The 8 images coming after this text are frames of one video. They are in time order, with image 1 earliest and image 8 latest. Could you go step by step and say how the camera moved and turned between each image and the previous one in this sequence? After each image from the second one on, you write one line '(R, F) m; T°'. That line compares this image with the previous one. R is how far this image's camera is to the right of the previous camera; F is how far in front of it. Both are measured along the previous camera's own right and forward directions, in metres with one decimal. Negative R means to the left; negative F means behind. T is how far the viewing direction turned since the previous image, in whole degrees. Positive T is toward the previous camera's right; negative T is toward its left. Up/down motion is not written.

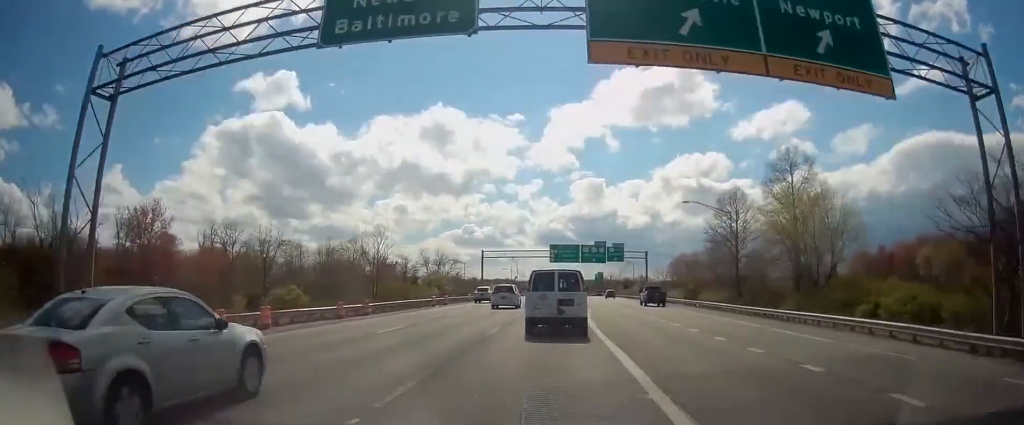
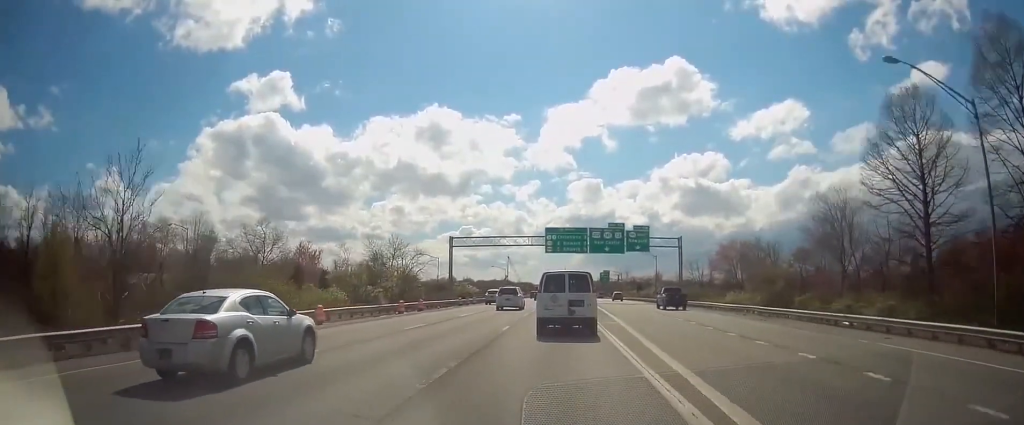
(+0.3, +33.7) m; 0°
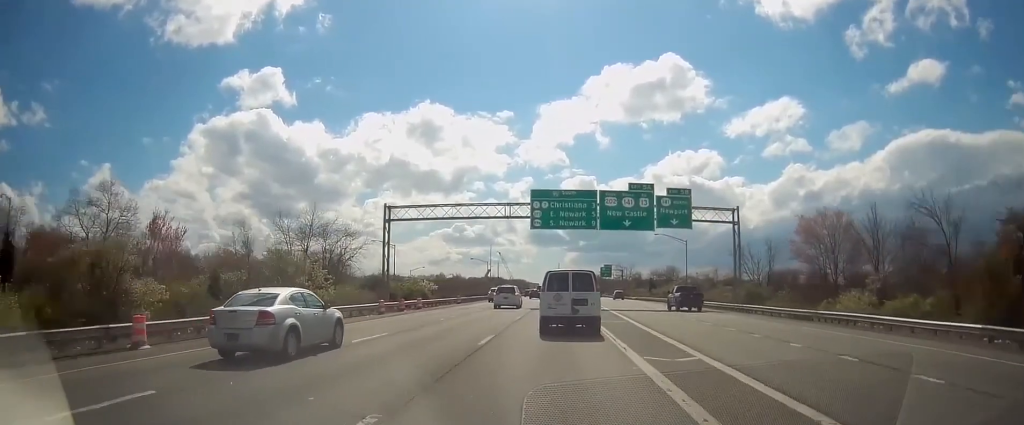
(-0.2, +29.7) m; 0°
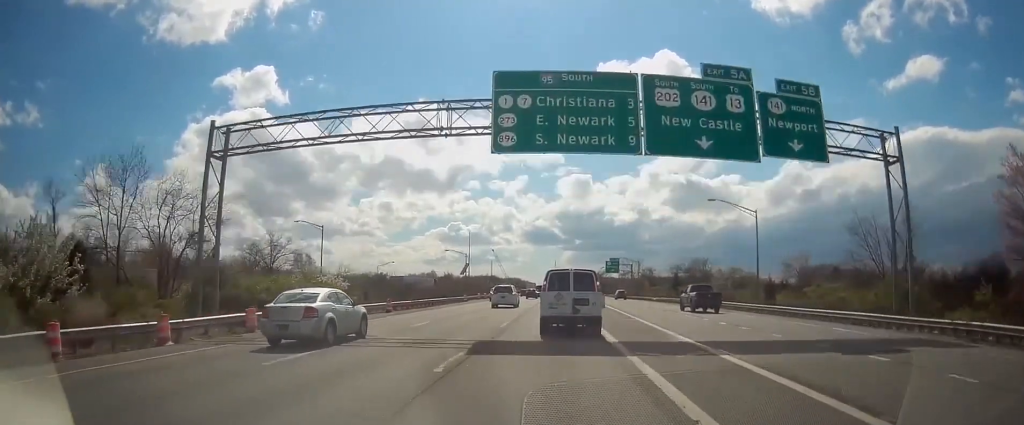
(+0.4, +29.5) m; +1°
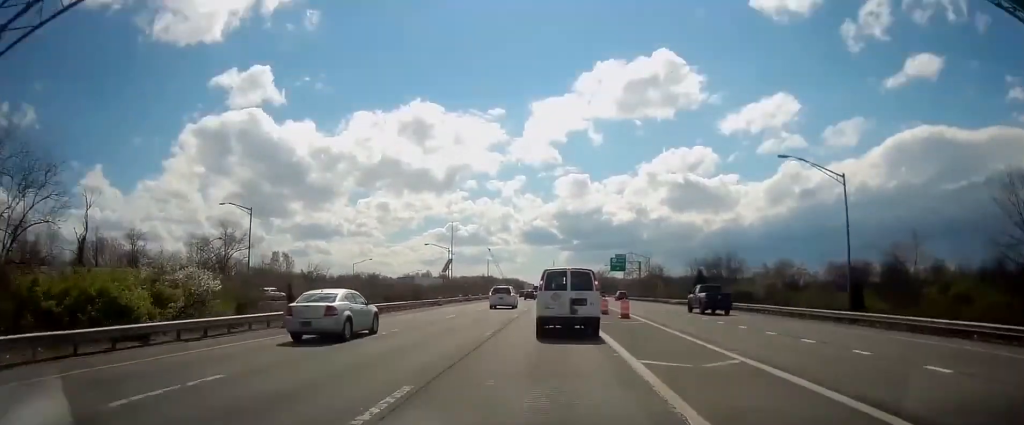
(-0.1, +17.4) m; 0°
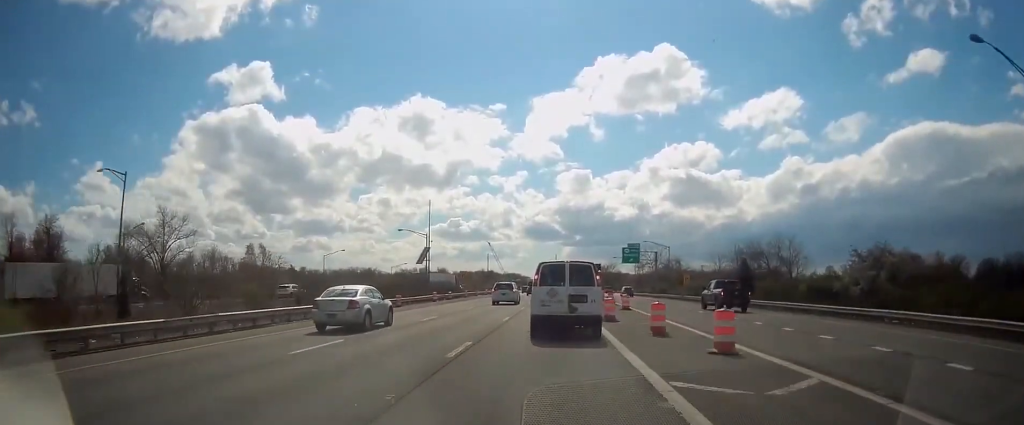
(-0.1, +18.3) m; 0°
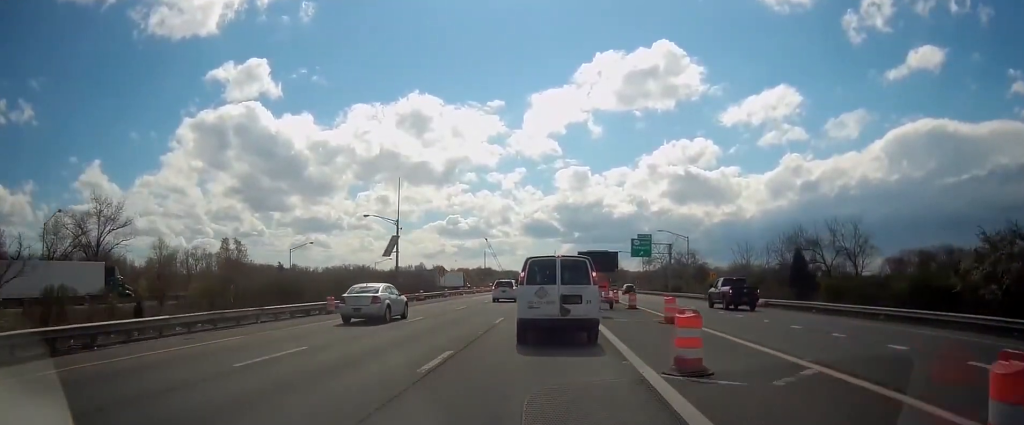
(0.0, +14.9) m; 0°
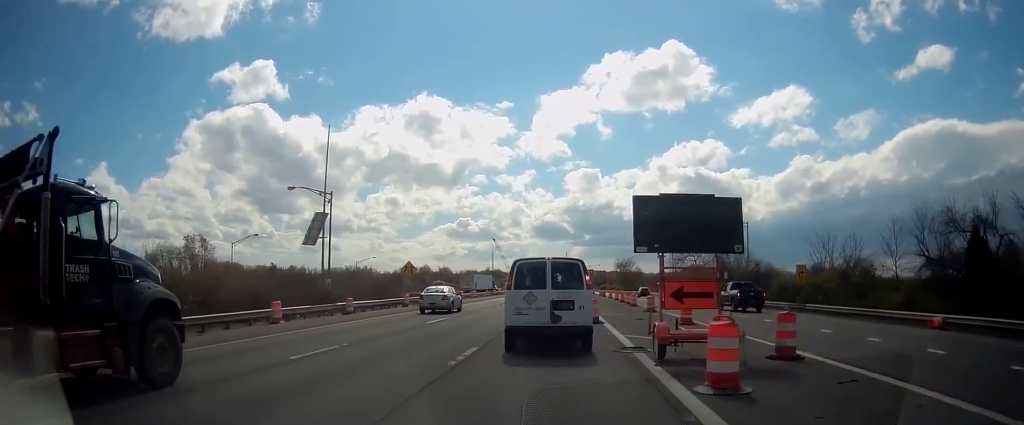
(+0.2, +24.3) m; 0°
